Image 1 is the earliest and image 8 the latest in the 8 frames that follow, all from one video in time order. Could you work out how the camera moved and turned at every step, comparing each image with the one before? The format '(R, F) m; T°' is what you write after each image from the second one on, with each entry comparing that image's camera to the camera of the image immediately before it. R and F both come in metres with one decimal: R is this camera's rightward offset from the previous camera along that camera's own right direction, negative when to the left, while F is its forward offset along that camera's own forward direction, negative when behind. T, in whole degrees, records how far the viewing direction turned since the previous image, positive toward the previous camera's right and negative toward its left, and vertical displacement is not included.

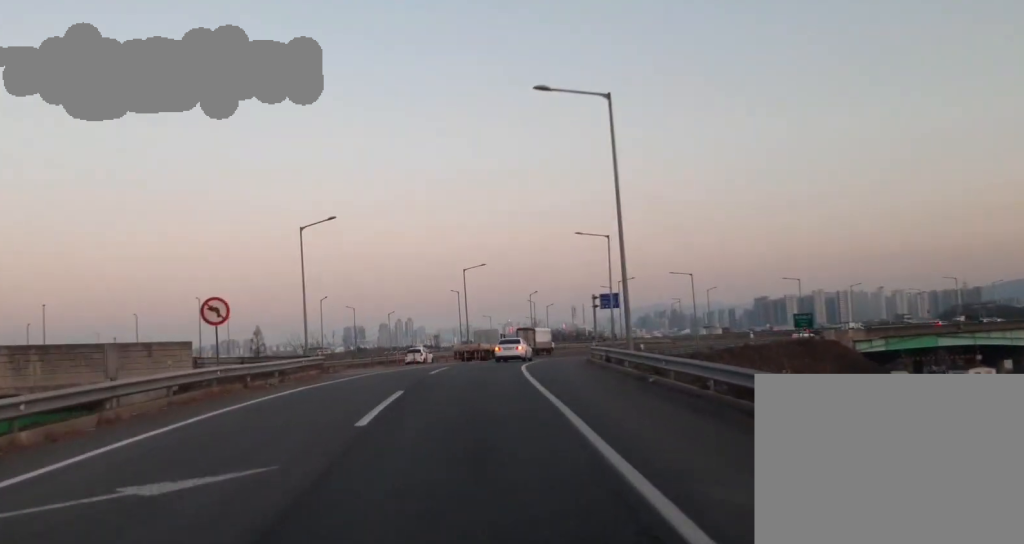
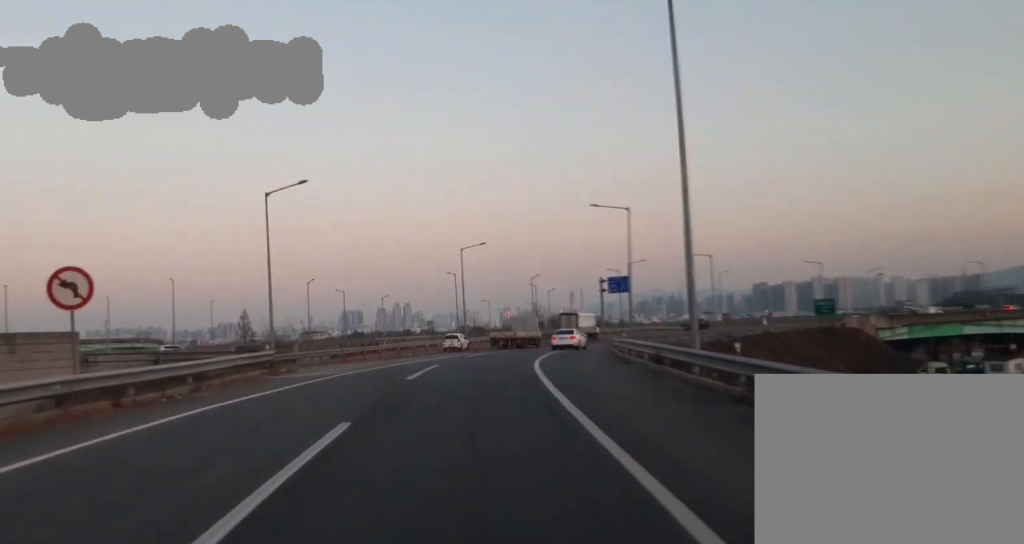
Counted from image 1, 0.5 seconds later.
(0.0, +10.9) m; 0°
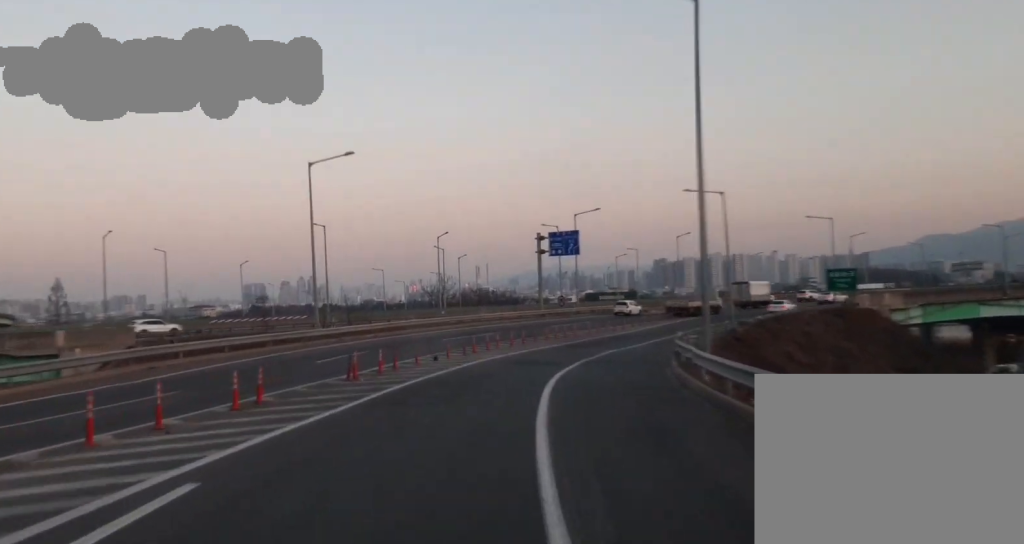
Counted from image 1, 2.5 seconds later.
(+0.7, +45.4) m; +4°
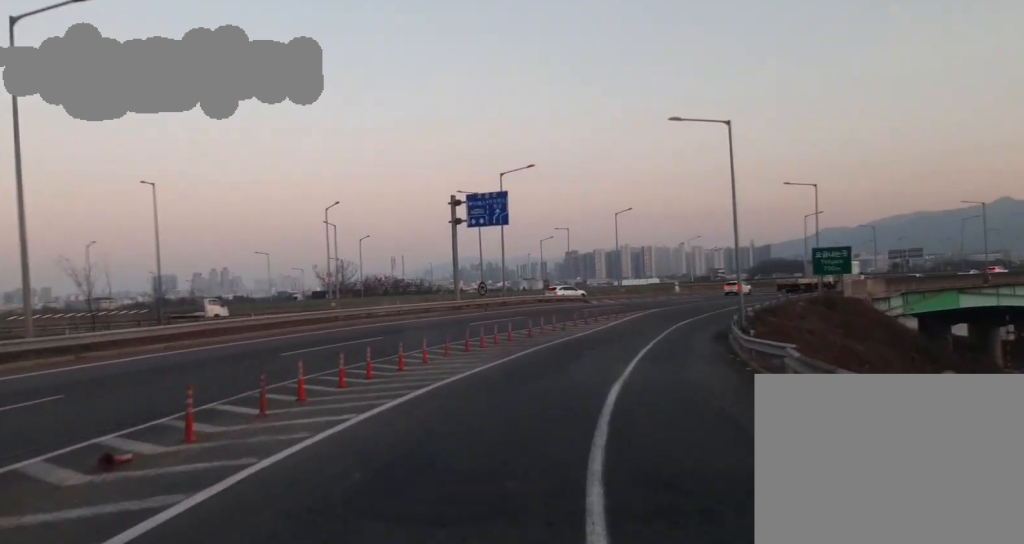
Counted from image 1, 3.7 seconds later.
(+0.9, +24.8) m; +5°
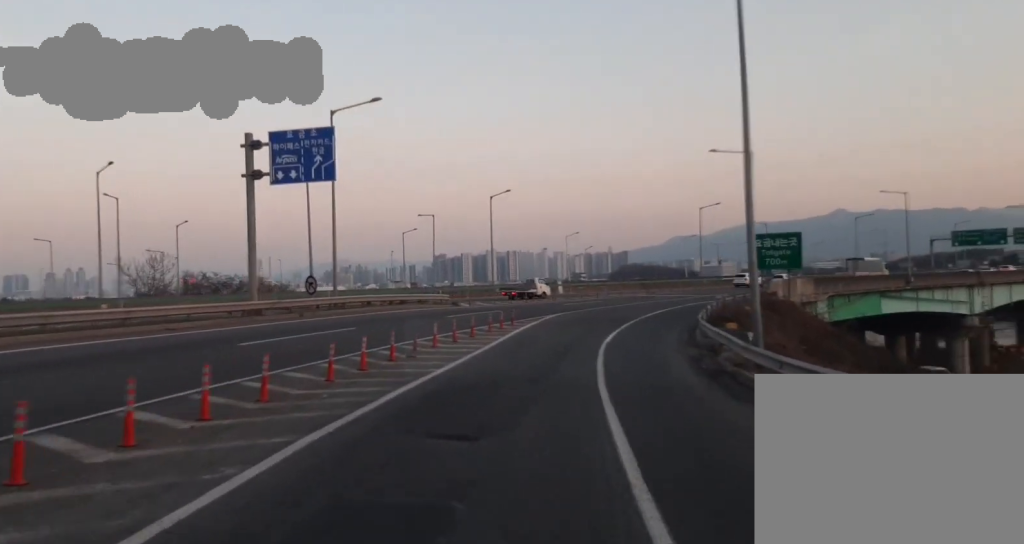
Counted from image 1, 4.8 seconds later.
(+1.3, +23.7) m; +6°
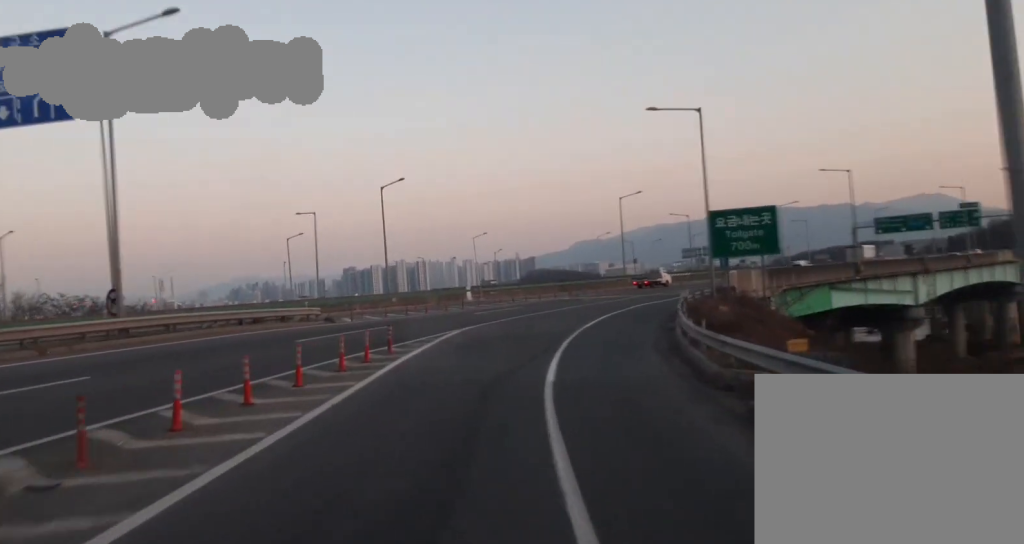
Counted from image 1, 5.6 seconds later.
(+0.6, +16.0) m; +4°
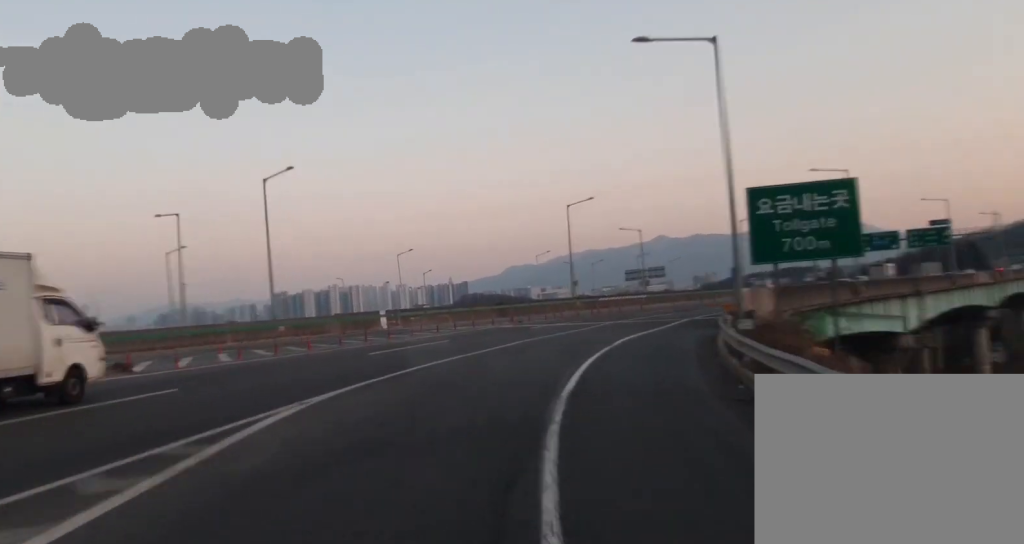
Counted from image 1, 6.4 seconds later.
(+0.7, +18.0) m; +5°
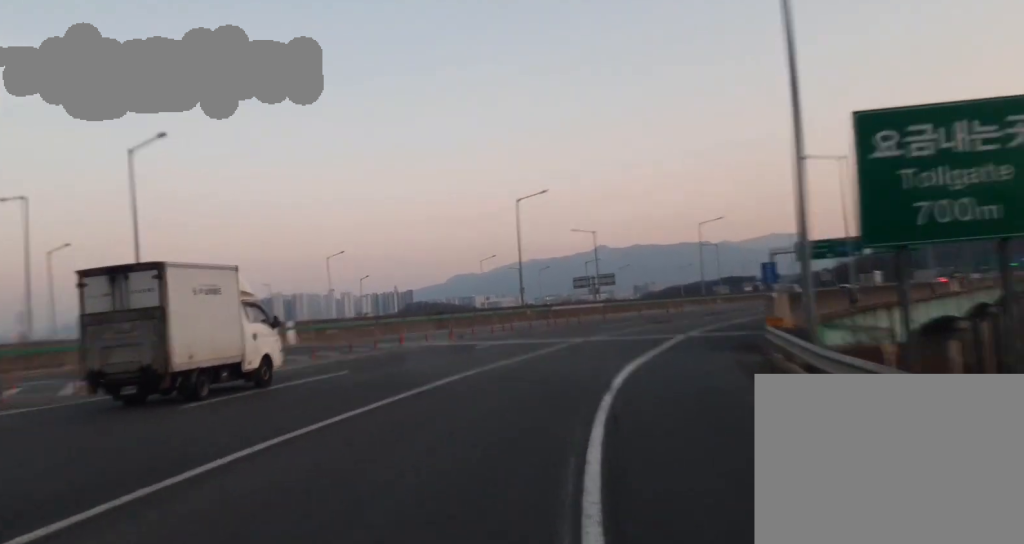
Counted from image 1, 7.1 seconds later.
(+0.4, +13.2) m; +4°
